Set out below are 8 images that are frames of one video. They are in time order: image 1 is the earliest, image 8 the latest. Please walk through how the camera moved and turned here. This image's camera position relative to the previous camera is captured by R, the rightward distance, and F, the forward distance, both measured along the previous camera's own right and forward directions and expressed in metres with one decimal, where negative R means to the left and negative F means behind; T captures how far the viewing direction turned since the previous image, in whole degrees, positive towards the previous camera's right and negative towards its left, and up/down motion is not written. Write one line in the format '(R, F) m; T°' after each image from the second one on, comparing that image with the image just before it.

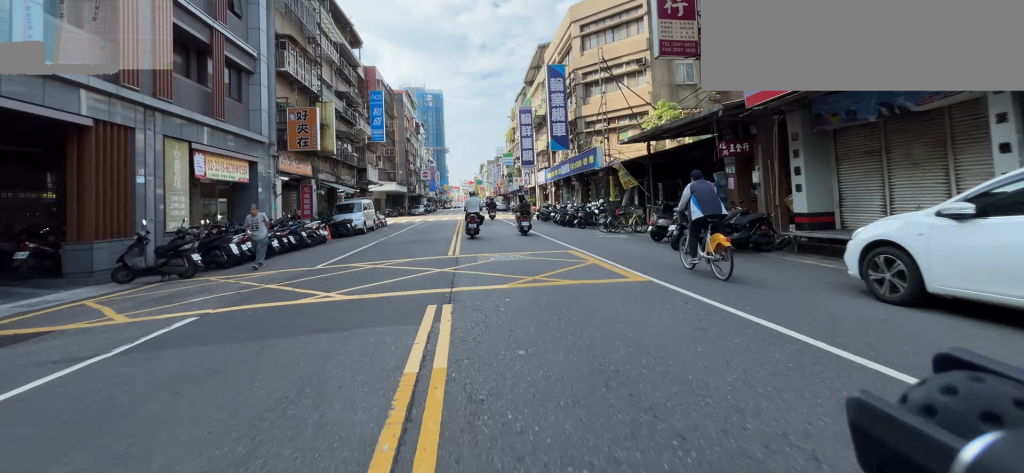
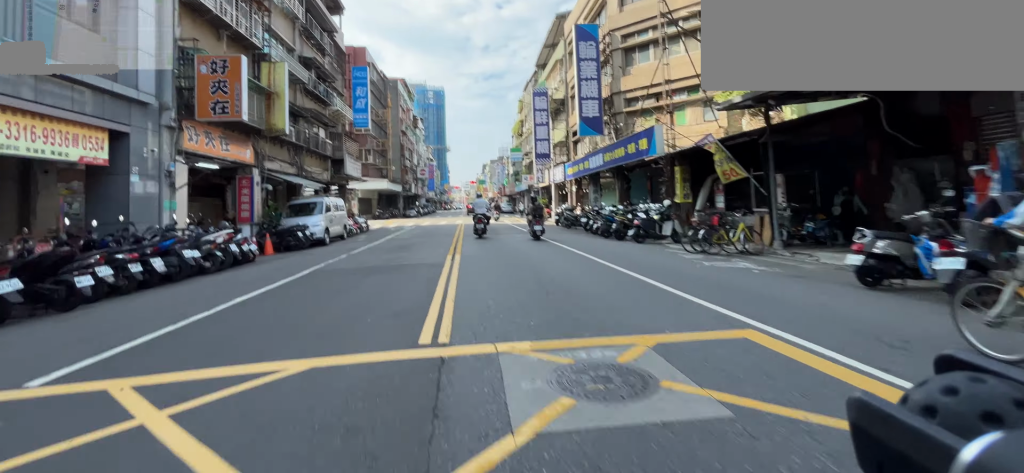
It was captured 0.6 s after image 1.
(-0.1, +5.8) m; -1°
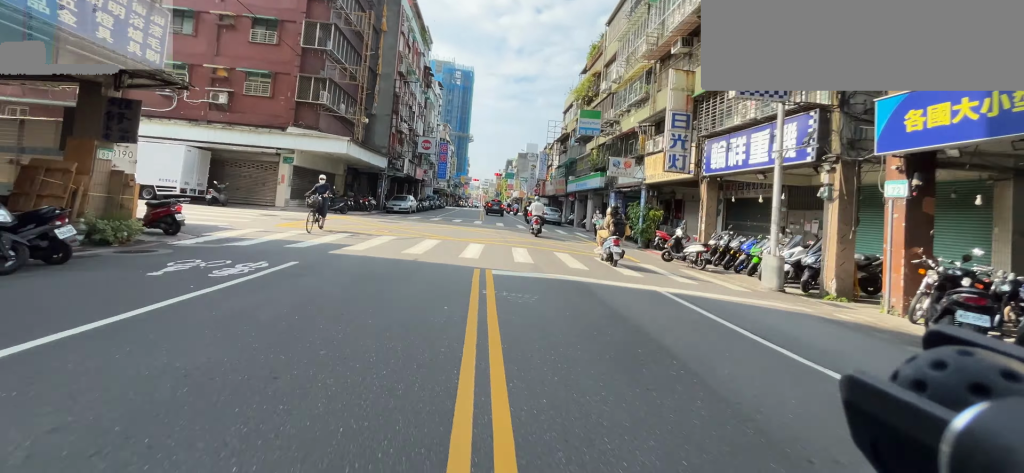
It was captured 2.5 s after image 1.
(-1.0, +18.7) m; -23°
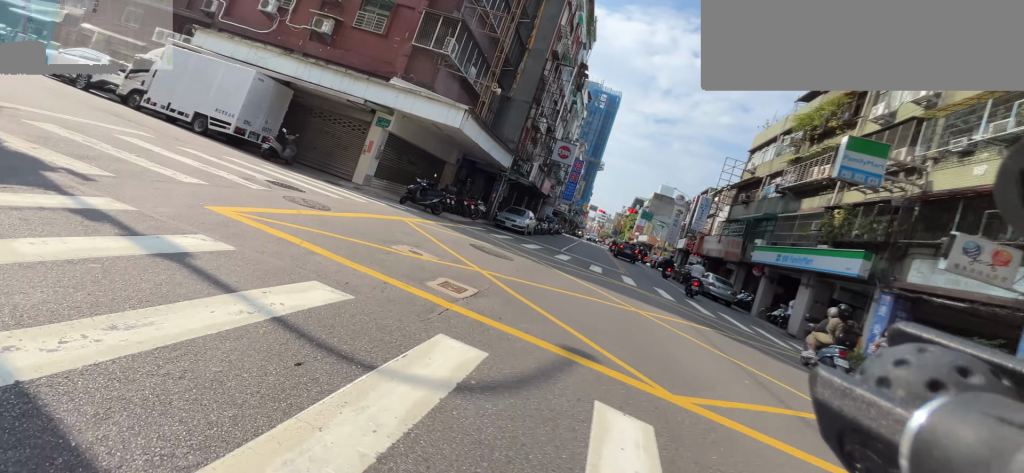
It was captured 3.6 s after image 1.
(-2.9, +10.0) m; -19°
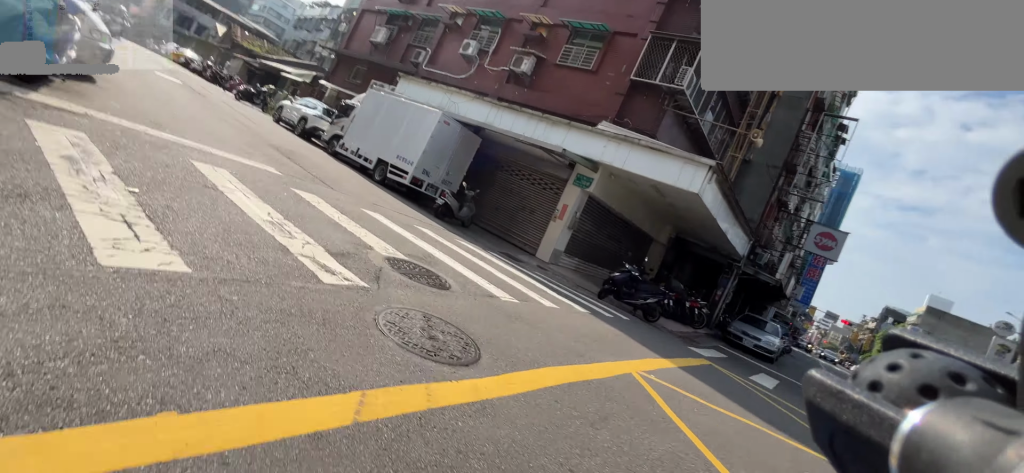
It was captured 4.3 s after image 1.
(-0.1, +7.4) m; -14°
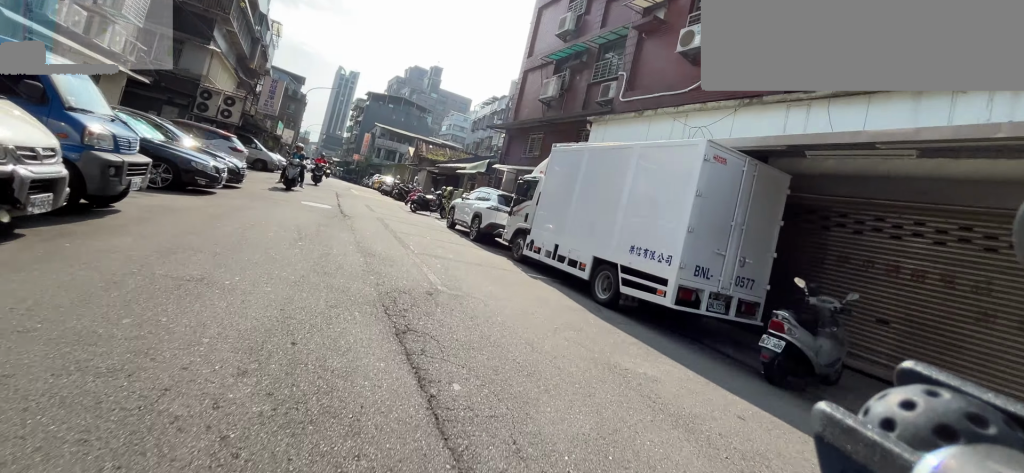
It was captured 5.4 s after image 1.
(-2.3, +9.1) m; -23°
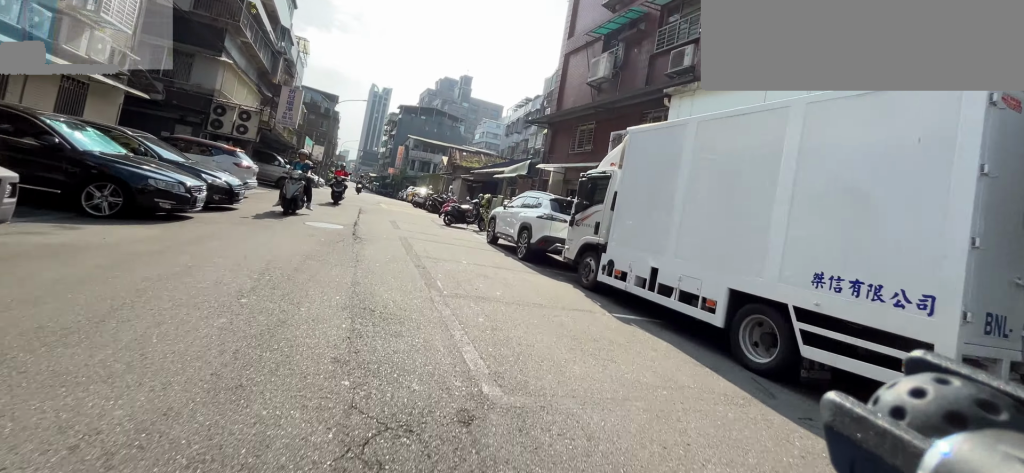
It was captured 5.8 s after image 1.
(-0.4, +3.7) m; -7°
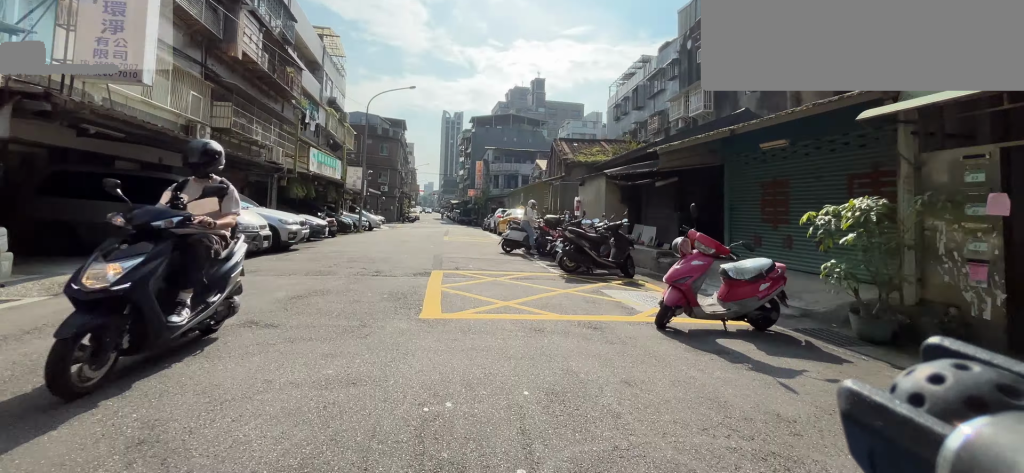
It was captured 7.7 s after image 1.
(-0.6, +18.4) m; -2°
